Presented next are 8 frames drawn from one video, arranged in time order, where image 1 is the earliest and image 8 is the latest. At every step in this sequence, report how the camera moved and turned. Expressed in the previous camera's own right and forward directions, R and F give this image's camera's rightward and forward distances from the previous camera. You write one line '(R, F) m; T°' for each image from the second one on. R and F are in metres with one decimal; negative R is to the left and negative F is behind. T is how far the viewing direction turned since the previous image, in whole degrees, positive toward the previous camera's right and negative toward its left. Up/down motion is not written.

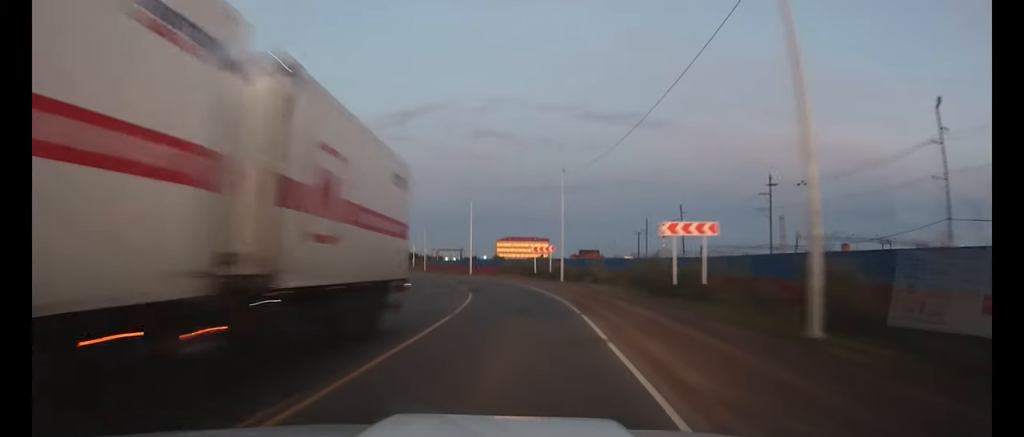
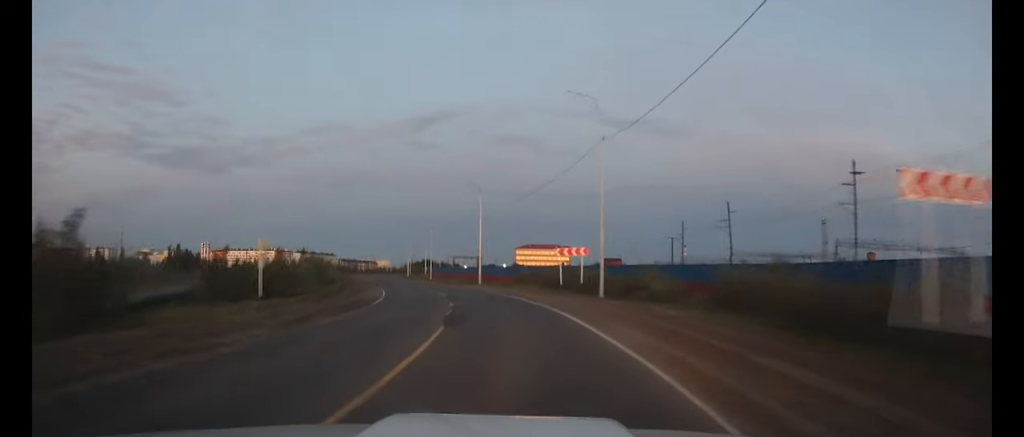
(-0.2, +14.6) m; -3°
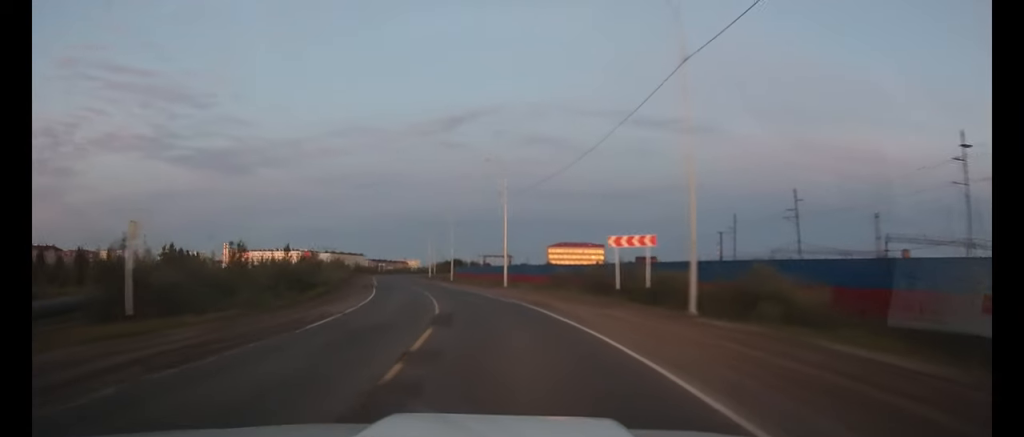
(-0.4, +12.6) m; -4°
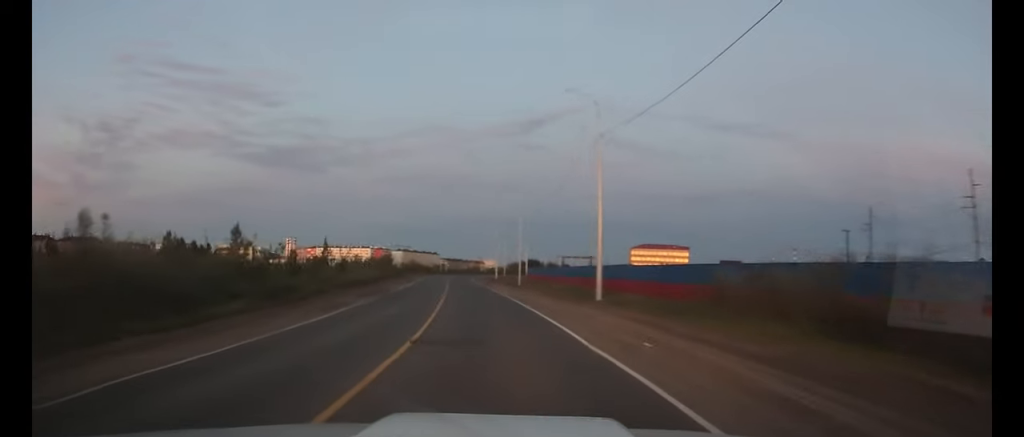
(-1.5, +22.1) m; -7°
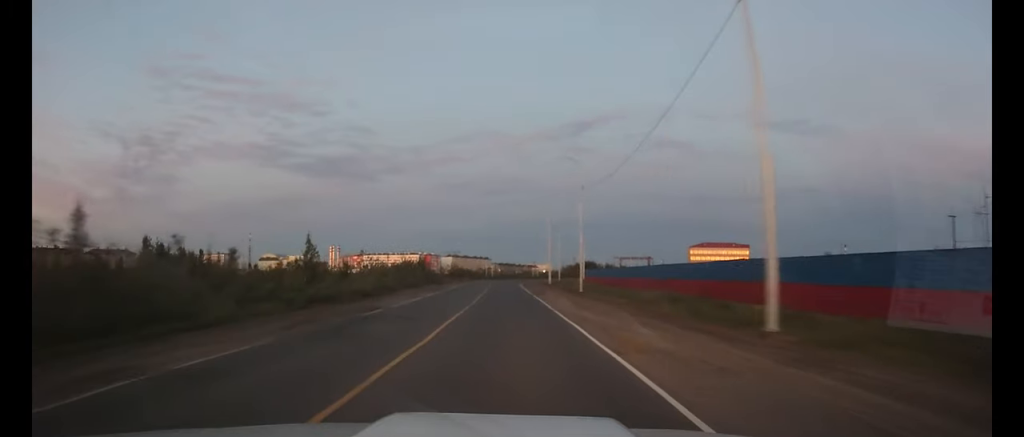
(-0.7, +17.1) m; -4°
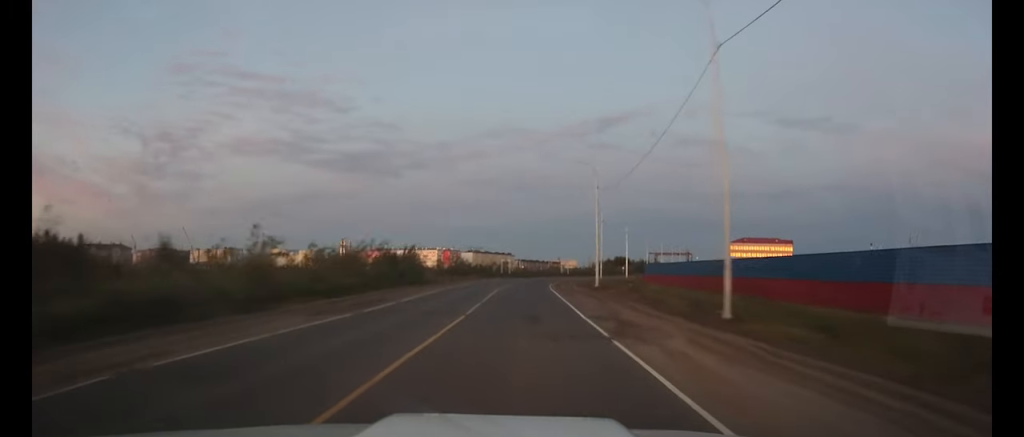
(-0.9, +30.6) m; -2°
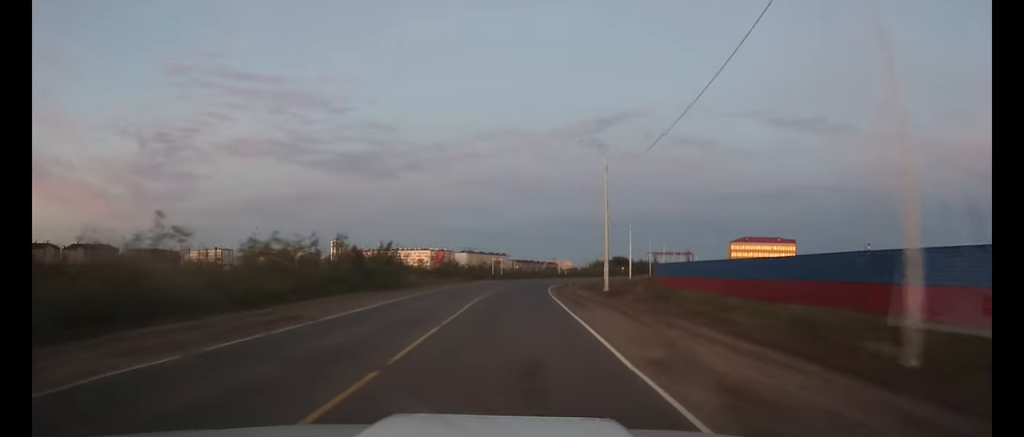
(+0.1, +9.6) m; 0°
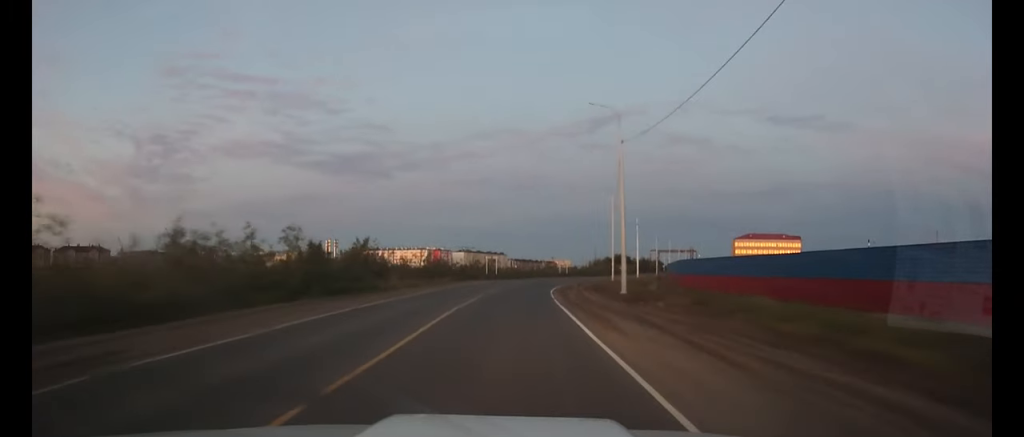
(0.0, +8.5) m; 0°
